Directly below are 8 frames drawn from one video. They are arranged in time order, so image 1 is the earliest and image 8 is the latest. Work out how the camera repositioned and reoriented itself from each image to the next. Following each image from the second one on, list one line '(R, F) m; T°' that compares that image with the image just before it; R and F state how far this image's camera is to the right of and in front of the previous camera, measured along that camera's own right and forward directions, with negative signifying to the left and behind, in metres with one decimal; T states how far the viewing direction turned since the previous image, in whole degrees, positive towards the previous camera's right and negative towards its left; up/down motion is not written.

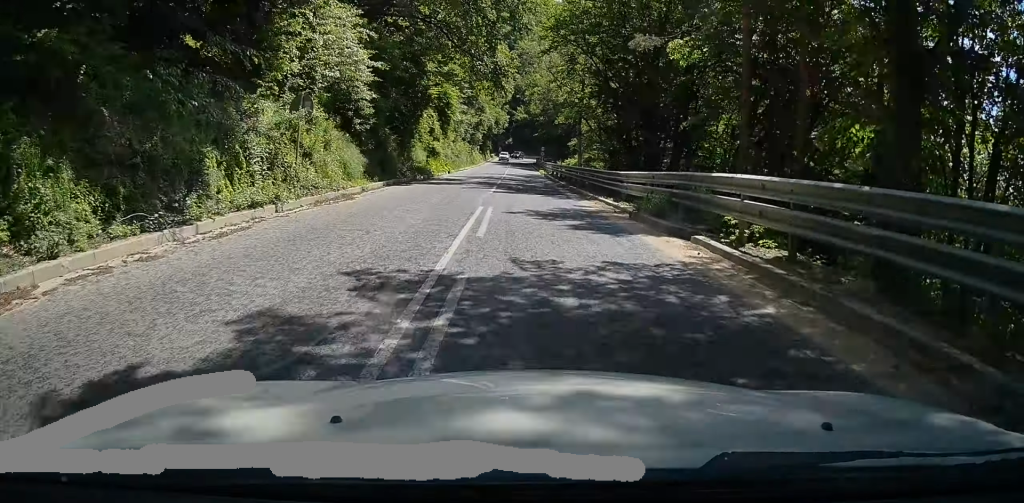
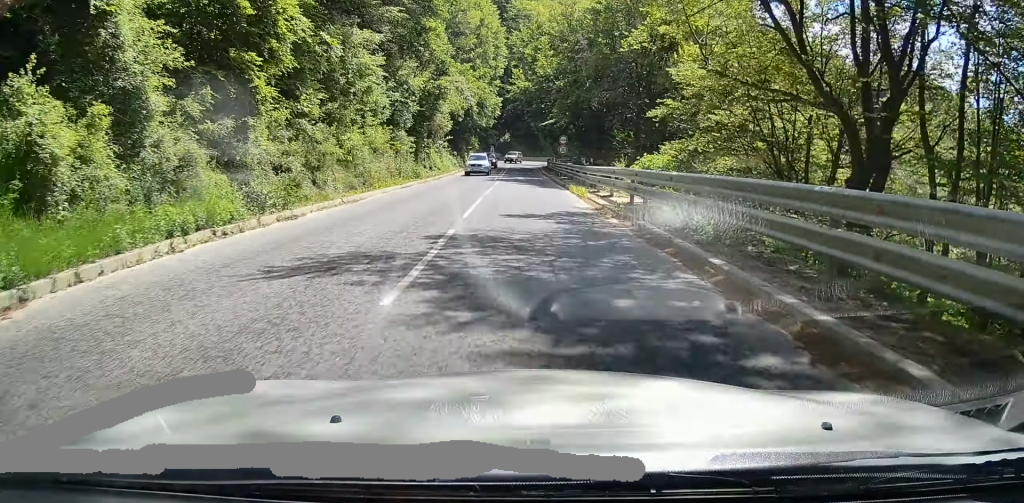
(-2.4, +45.5) m; -1°
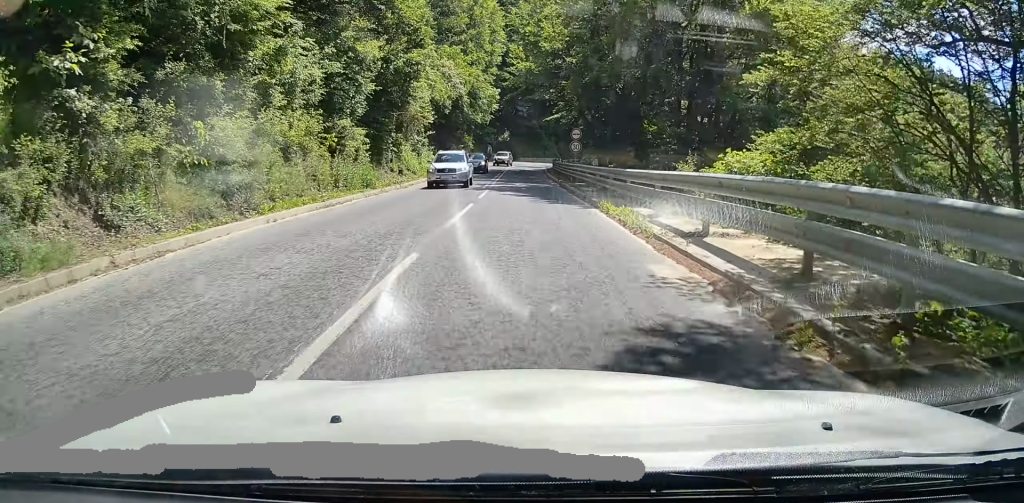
(+0.4, +11.7) m; +1°
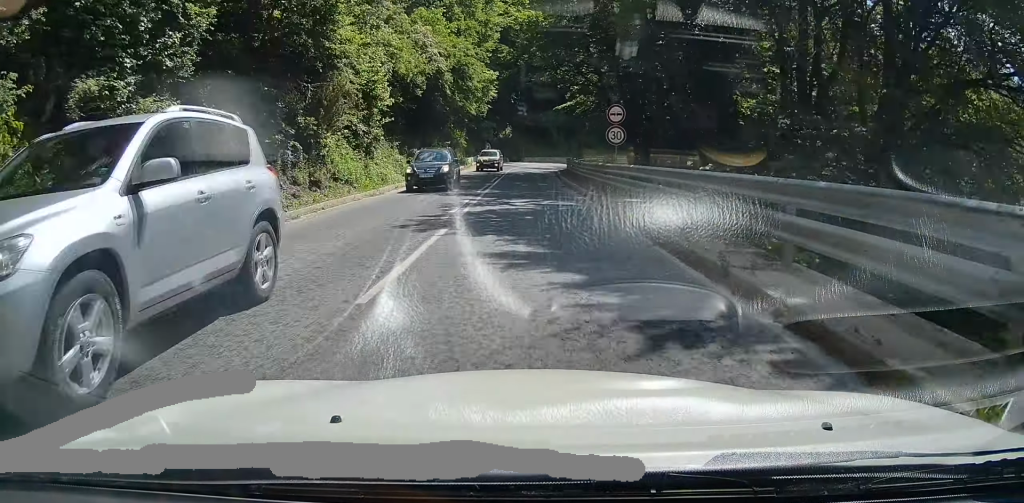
(+0.3, +15.3) m; 0°
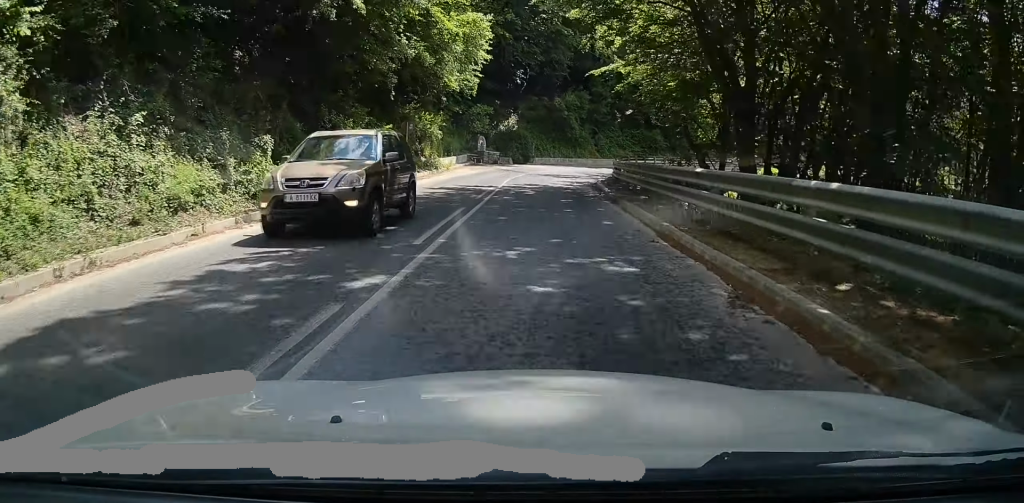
(-0.3, +24.3) m; -2°
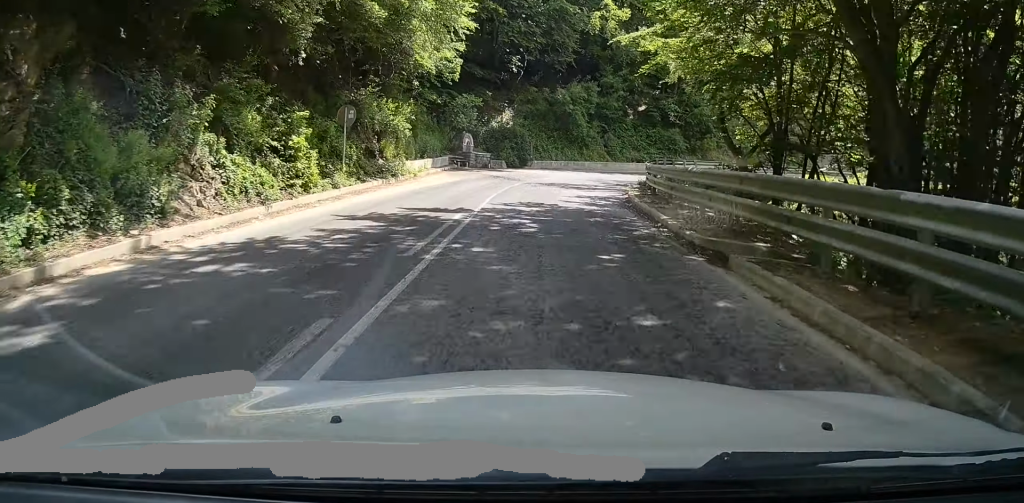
(-0.1, +10.1) m; -1°
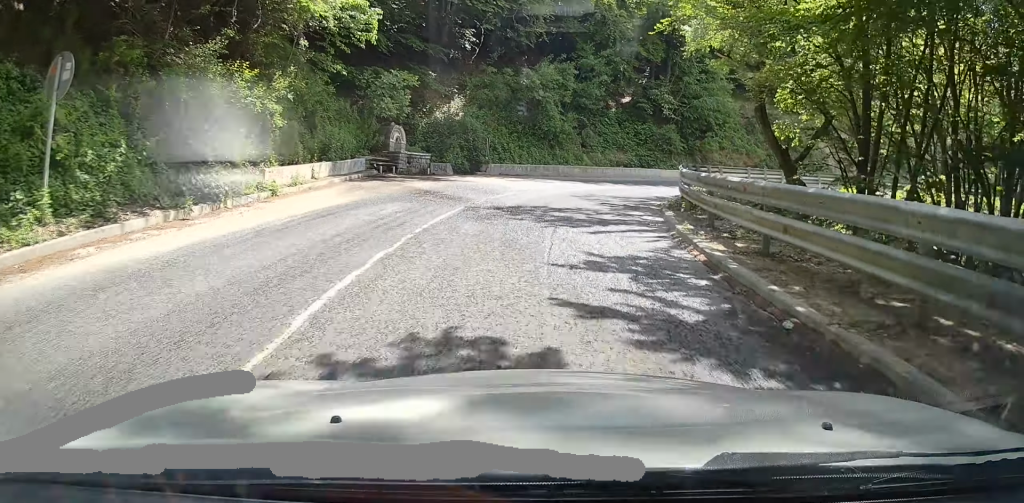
(-0.4, +12.2) m; -1°
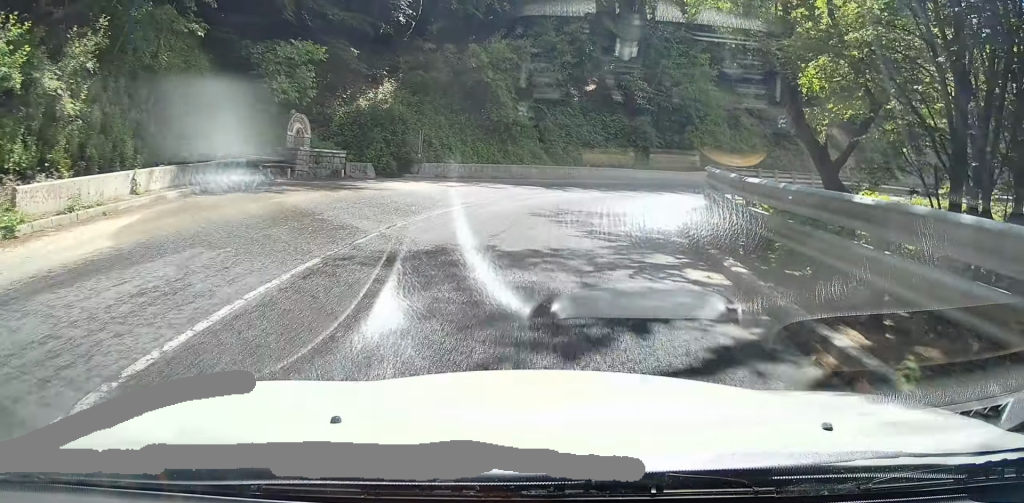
(+0.1, +6.9) m; +4°
